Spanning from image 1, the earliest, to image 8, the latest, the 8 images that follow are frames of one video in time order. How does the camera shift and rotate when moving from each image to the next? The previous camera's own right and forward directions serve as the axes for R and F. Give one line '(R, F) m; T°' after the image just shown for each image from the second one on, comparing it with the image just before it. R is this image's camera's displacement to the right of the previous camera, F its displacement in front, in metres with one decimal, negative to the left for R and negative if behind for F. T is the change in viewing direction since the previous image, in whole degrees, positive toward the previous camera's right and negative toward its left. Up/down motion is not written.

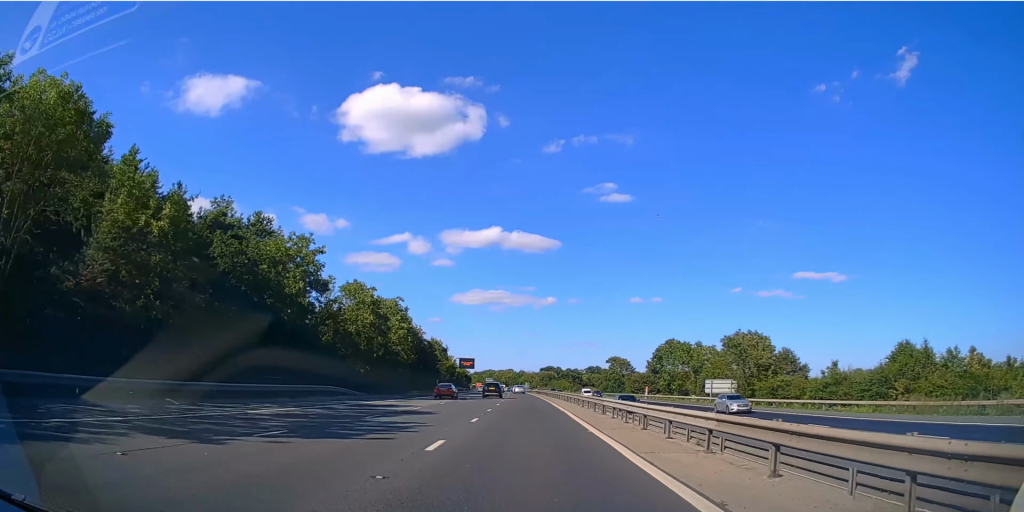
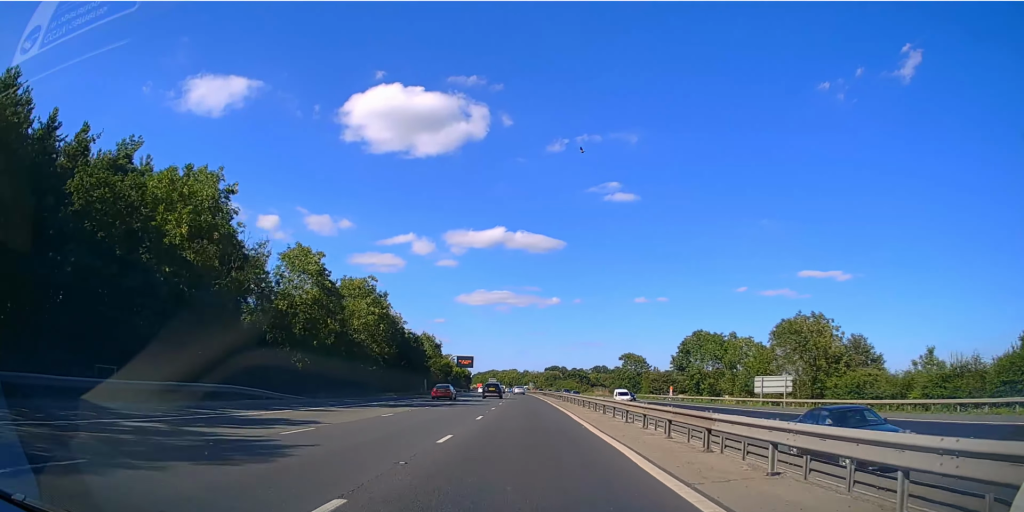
(-0.1, +15.7) m; 0°
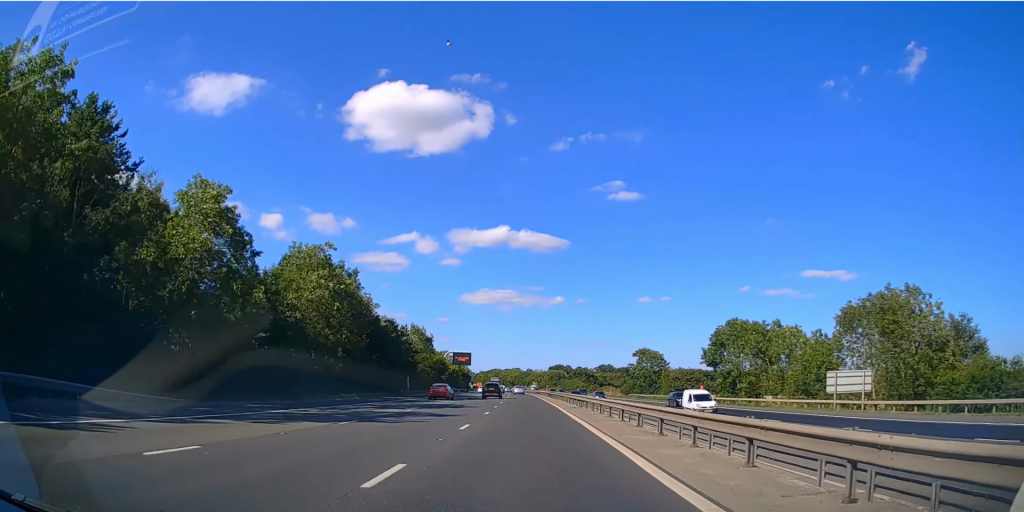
(-0.1, +13.7) m; 0°
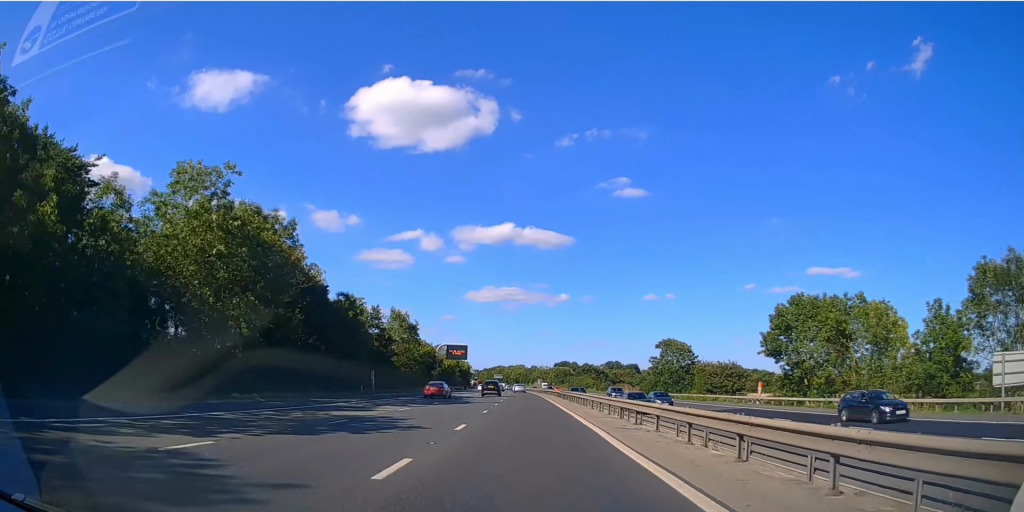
(-0.1, +17.9) m; 0°
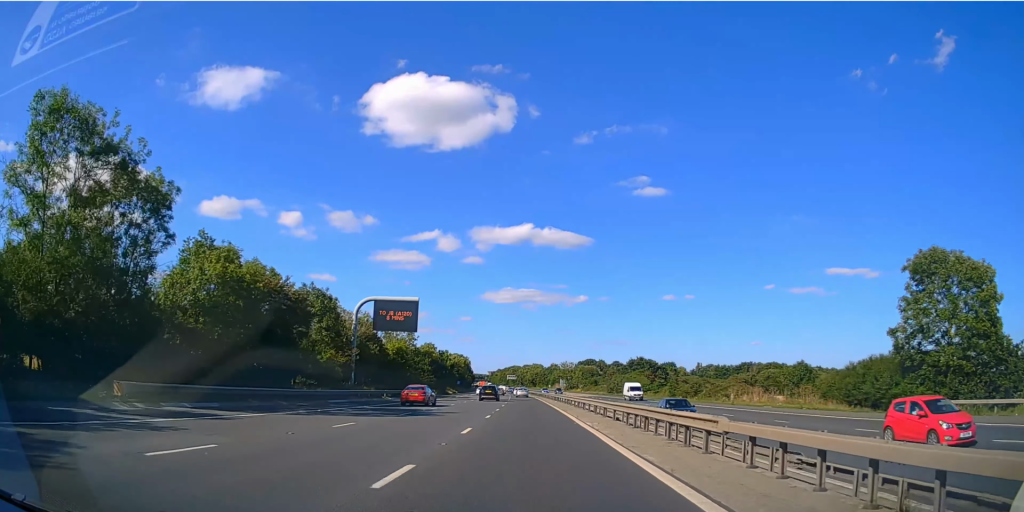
(-0.9, +62.4) m; -2°
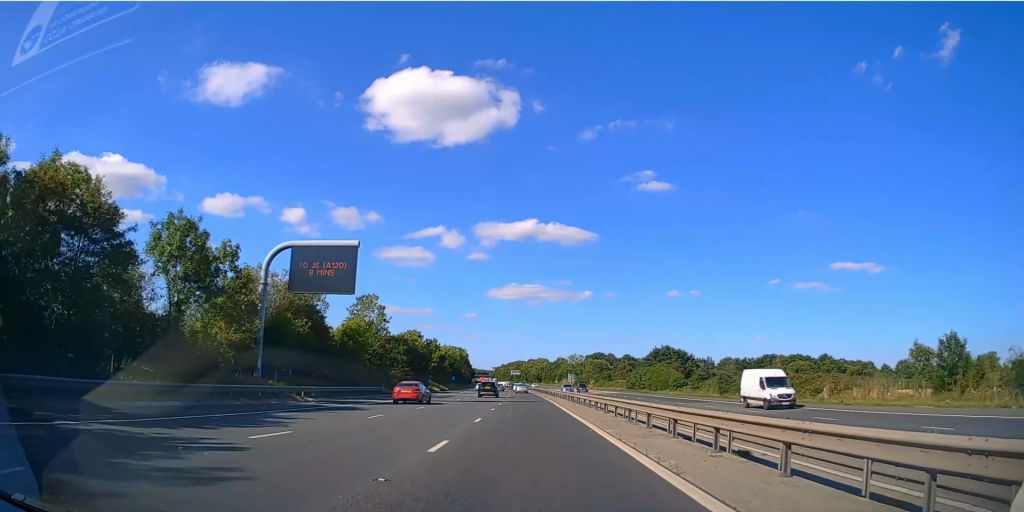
(-0.1, +17.8) m; 0°
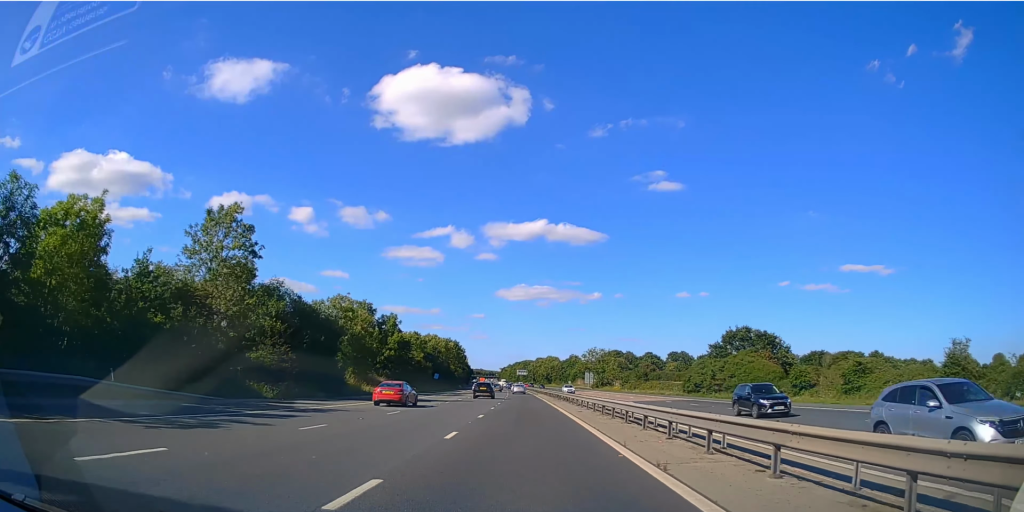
(-0.2, +36.5) m; -1°
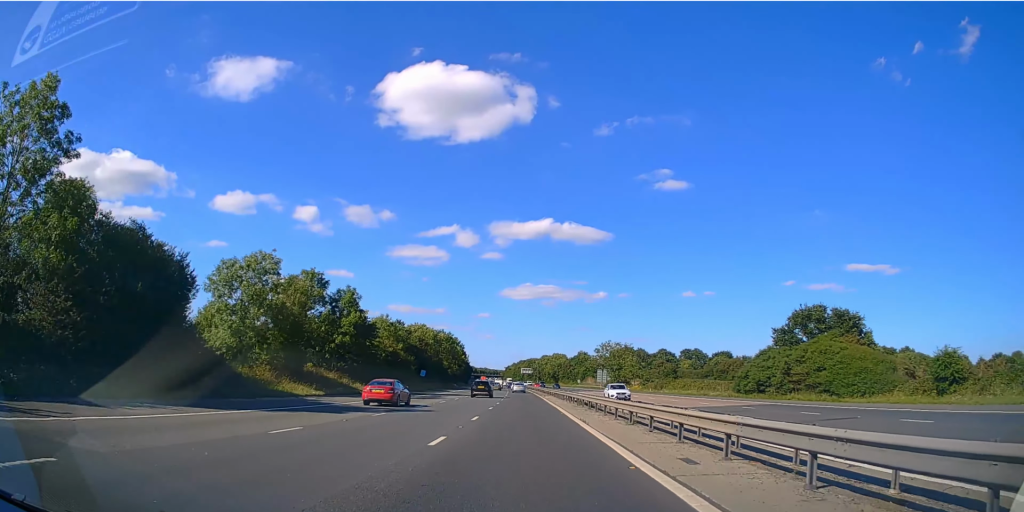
(-0.1, +19.0) m; 0°
